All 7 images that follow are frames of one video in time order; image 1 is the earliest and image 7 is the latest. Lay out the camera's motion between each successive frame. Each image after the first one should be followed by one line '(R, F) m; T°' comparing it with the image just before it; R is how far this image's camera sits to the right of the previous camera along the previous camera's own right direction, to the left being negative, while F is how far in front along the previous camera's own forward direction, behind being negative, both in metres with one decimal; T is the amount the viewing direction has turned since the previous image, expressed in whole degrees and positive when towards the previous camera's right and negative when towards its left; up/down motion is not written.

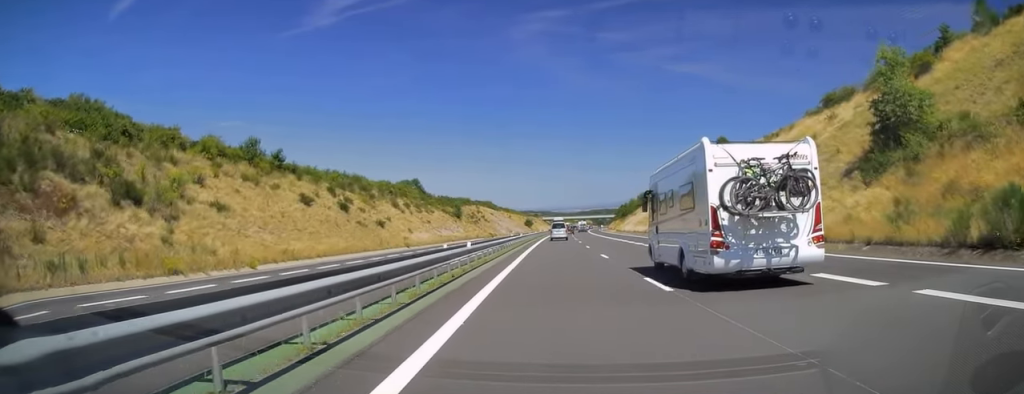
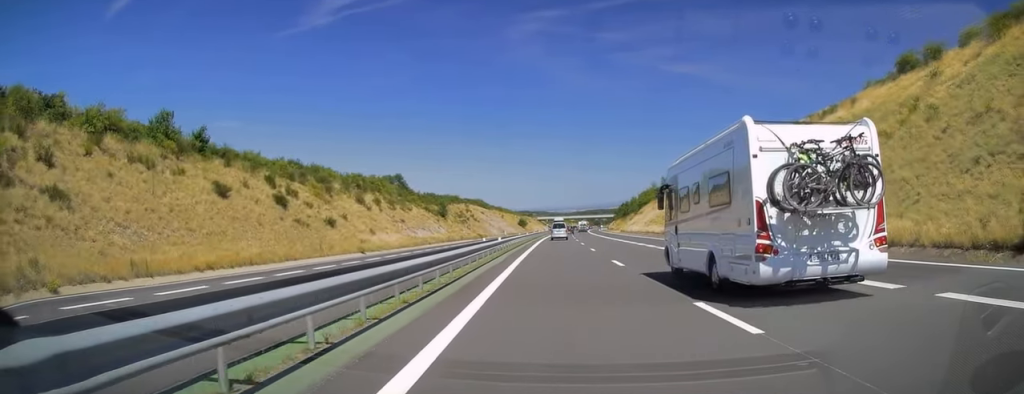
(0.0, +18.0) m; 0°
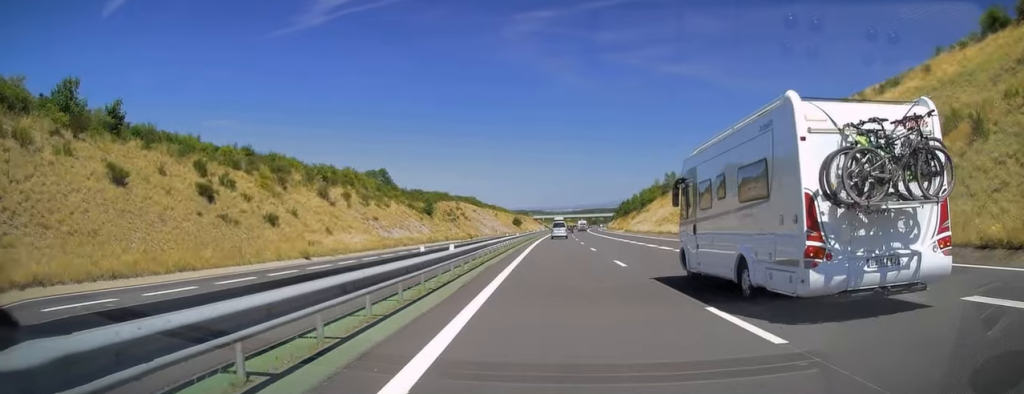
(0.0, +13.8) m; 0°
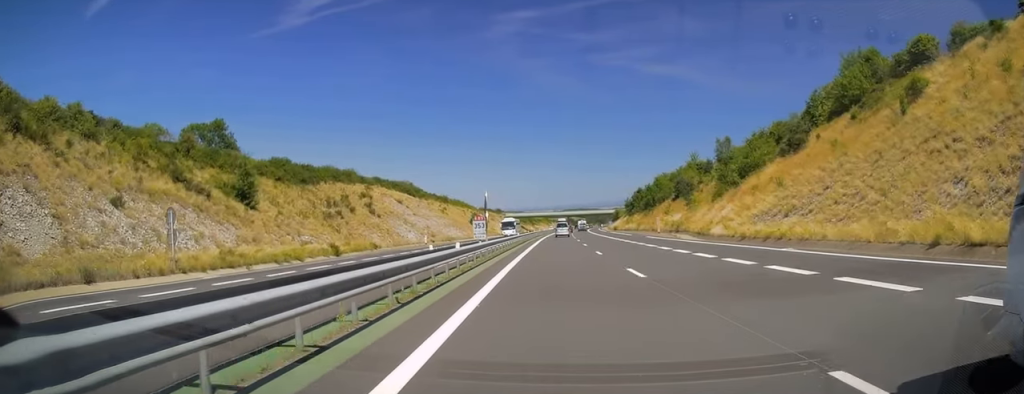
(+1.6, +82.6) m; +2°
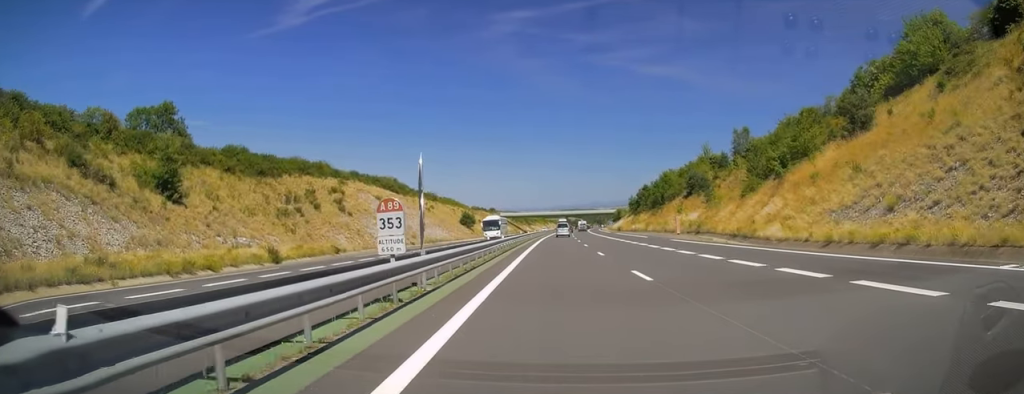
(+0.2, +13.7) m; 0°
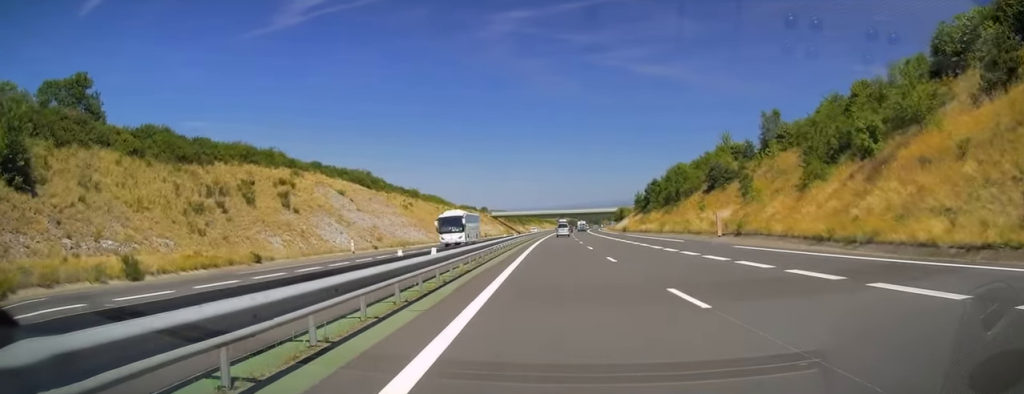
(+0.1, +18.0) m; +1°
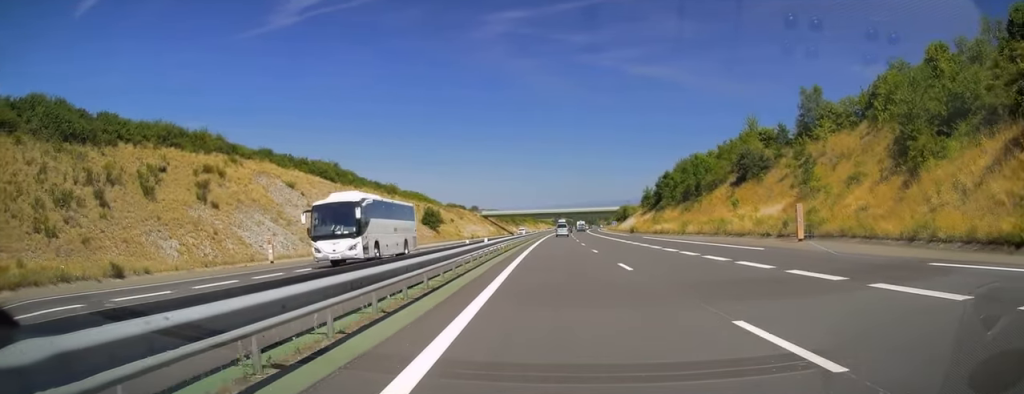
(-0.1, +17.5) m; 0°
